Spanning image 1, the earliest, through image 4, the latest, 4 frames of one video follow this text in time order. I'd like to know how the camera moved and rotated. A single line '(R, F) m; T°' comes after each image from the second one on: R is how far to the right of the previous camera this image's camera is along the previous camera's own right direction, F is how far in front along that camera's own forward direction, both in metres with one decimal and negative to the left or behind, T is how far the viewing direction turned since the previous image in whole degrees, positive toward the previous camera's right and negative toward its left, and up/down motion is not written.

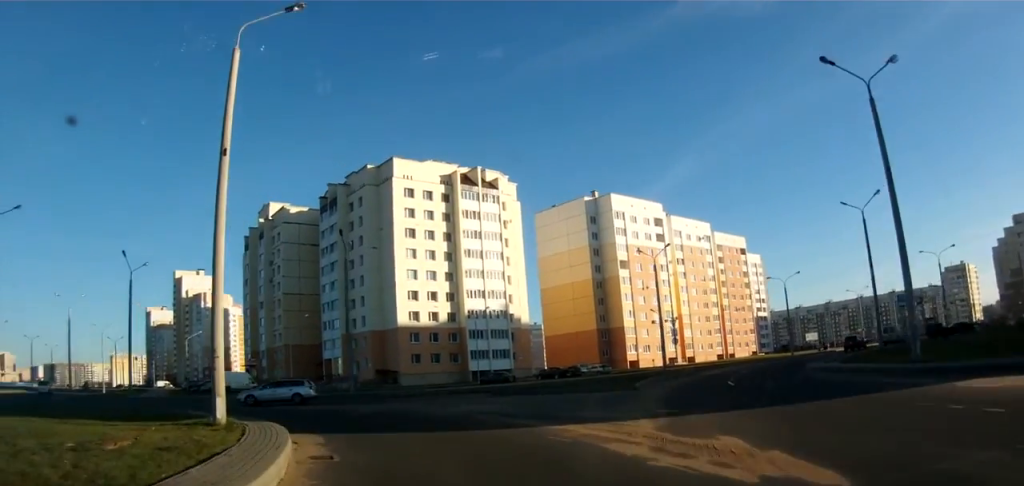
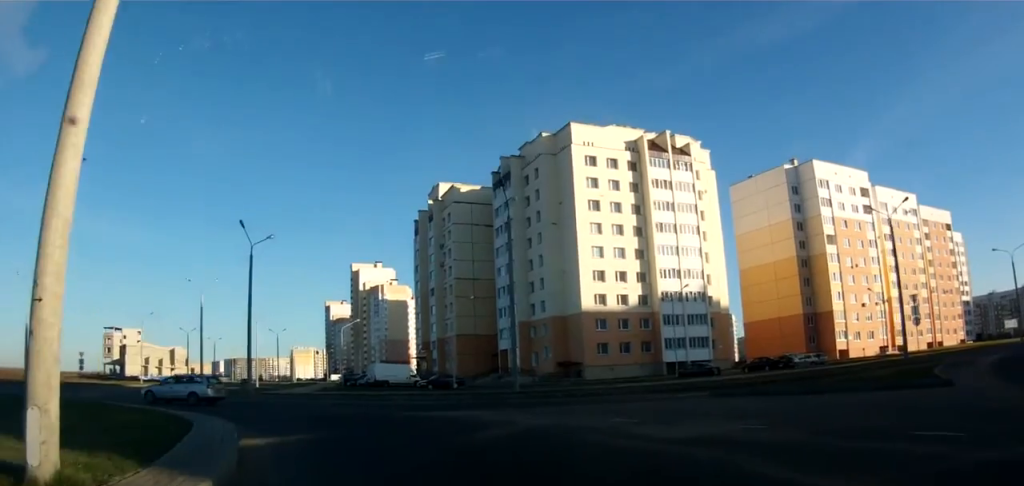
(-1.9, +10.4) m; -21°
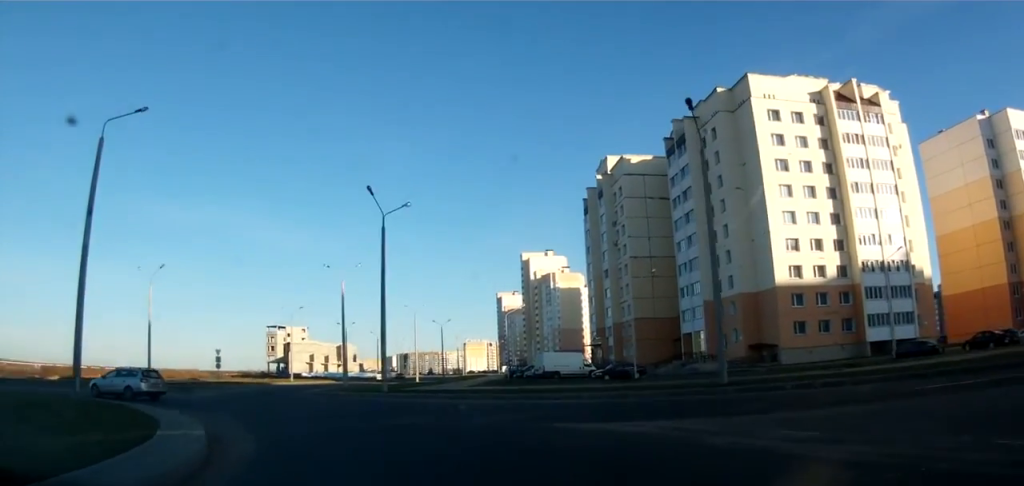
(-1.2, +8.2) m; -16°
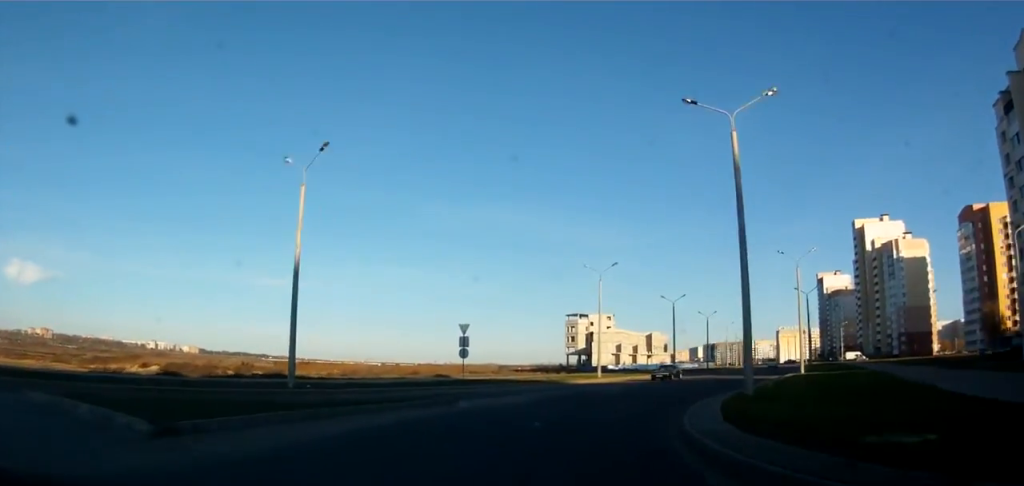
(-13.0, +31.4) m; -23°
